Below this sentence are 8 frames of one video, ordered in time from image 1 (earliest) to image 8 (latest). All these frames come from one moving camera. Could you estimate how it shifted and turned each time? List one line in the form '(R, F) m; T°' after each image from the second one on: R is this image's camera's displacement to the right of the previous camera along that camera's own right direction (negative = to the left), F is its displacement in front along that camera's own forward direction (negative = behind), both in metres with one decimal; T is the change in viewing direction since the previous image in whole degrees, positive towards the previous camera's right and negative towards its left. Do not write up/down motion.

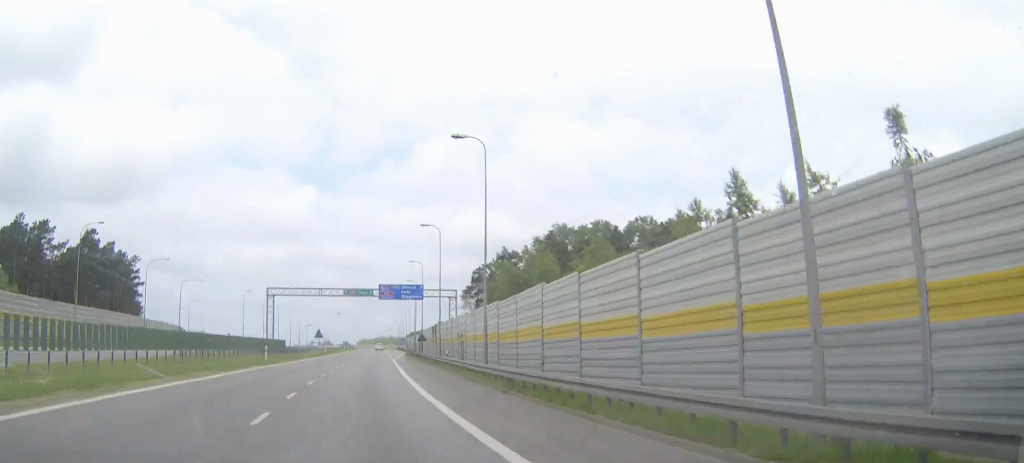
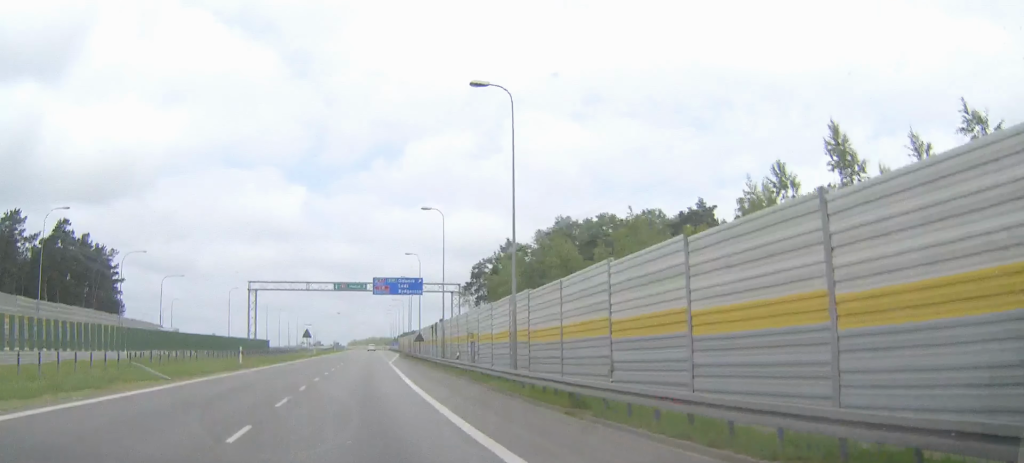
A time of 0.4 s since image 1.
(0.0, +7.9) m; +1°
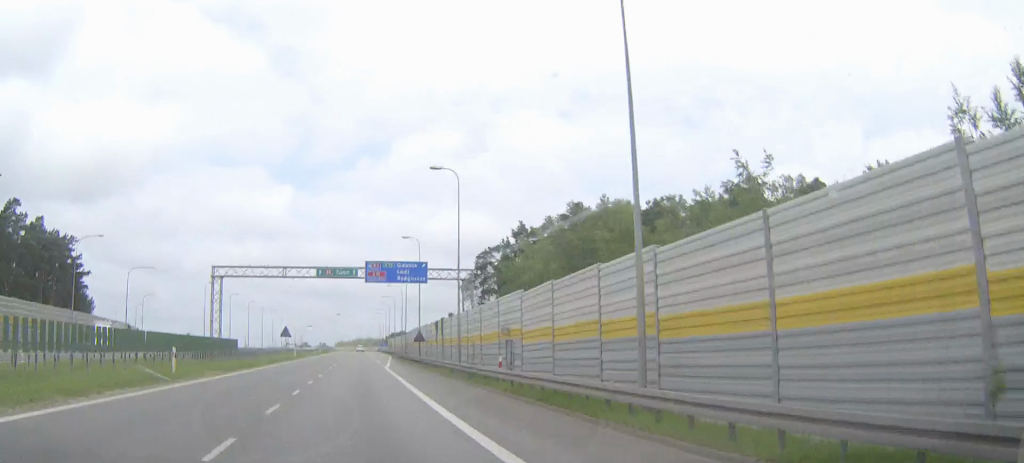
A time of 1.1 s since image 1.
(+0.2, +13.6) m; +1°
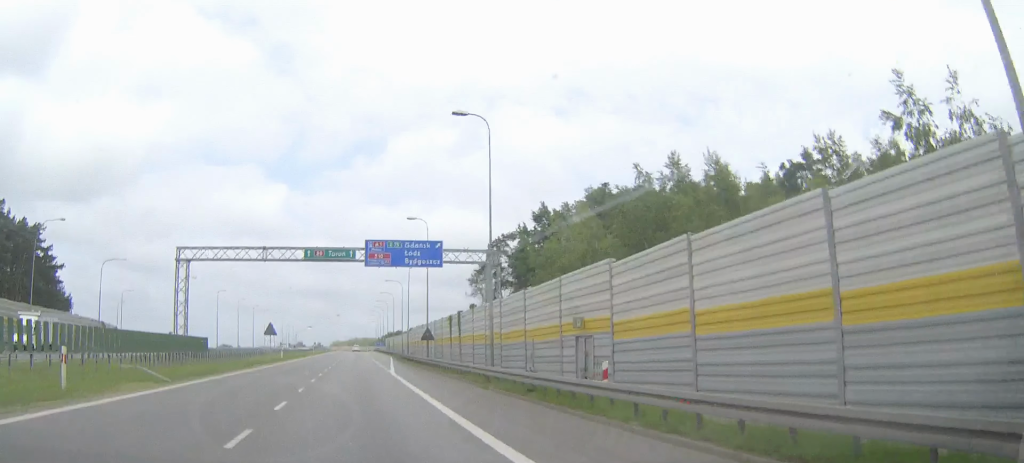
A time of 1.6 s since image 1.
(+0.1, +10.4) m; +1°
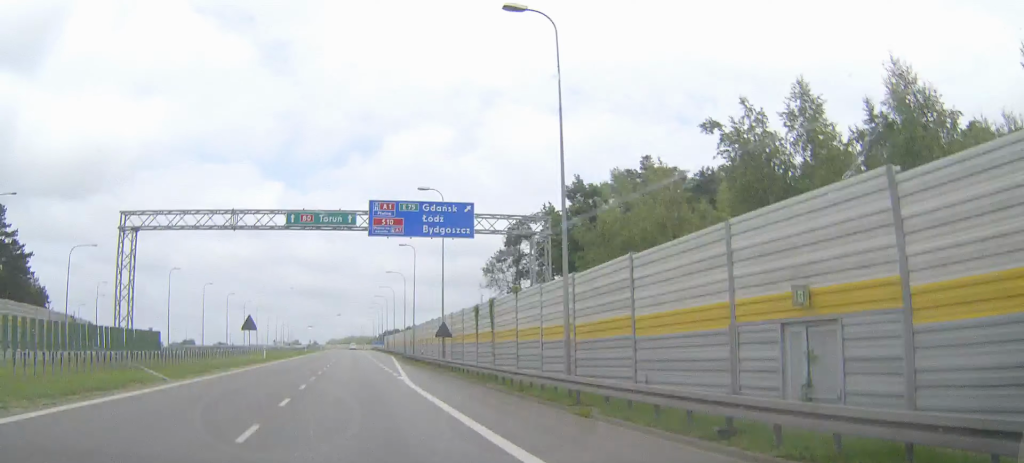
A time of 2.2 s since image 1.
(0.0, +11.3) m; 0°
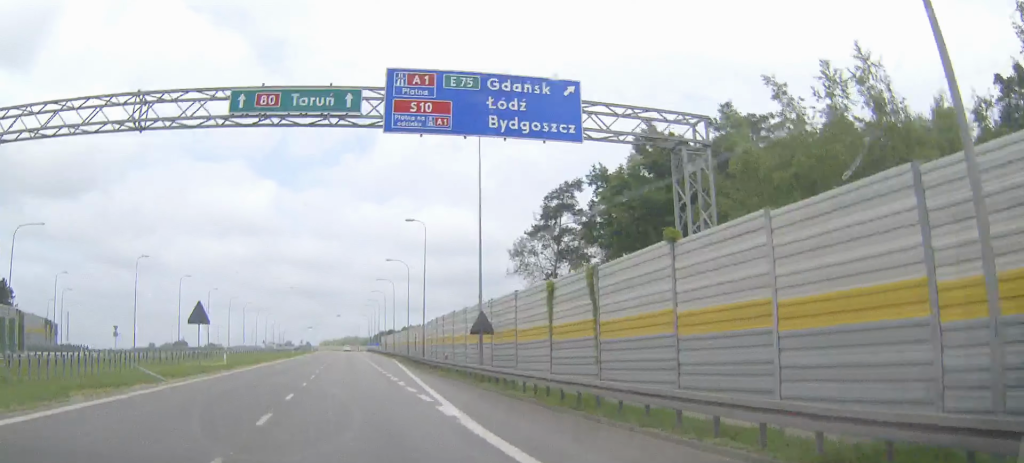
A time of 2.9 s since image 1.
(+0.1, +15.5) m; 0°
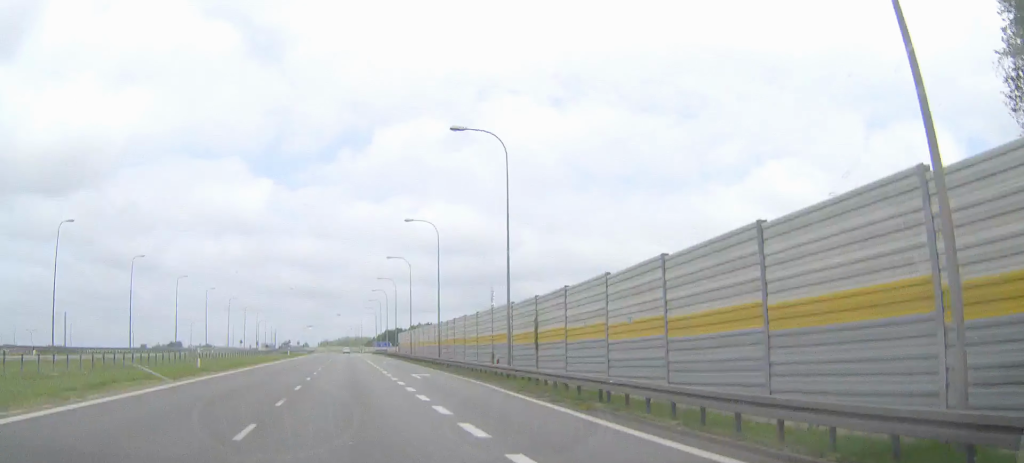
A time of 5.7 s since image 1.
(+0.4, +56.4) m; 0°
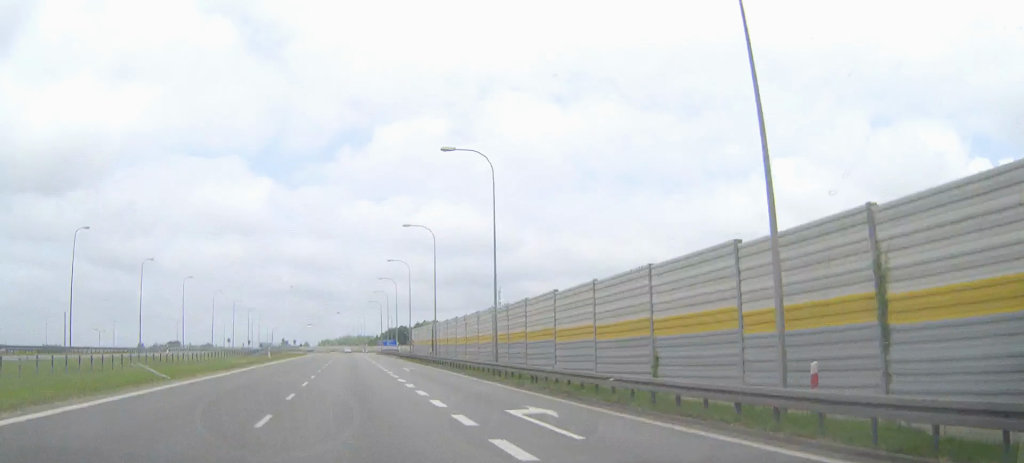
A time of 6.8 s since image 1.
(-0.1, +22.0) m; 0°
